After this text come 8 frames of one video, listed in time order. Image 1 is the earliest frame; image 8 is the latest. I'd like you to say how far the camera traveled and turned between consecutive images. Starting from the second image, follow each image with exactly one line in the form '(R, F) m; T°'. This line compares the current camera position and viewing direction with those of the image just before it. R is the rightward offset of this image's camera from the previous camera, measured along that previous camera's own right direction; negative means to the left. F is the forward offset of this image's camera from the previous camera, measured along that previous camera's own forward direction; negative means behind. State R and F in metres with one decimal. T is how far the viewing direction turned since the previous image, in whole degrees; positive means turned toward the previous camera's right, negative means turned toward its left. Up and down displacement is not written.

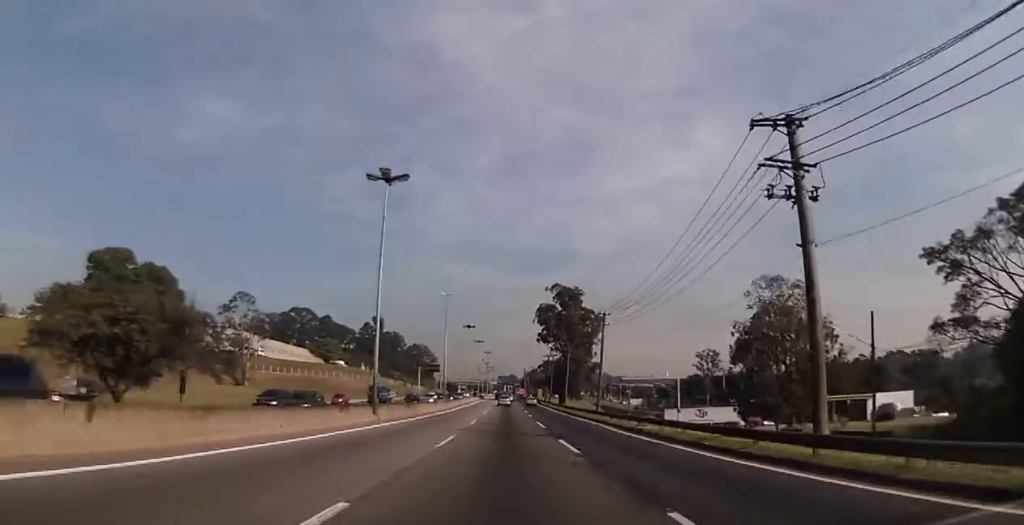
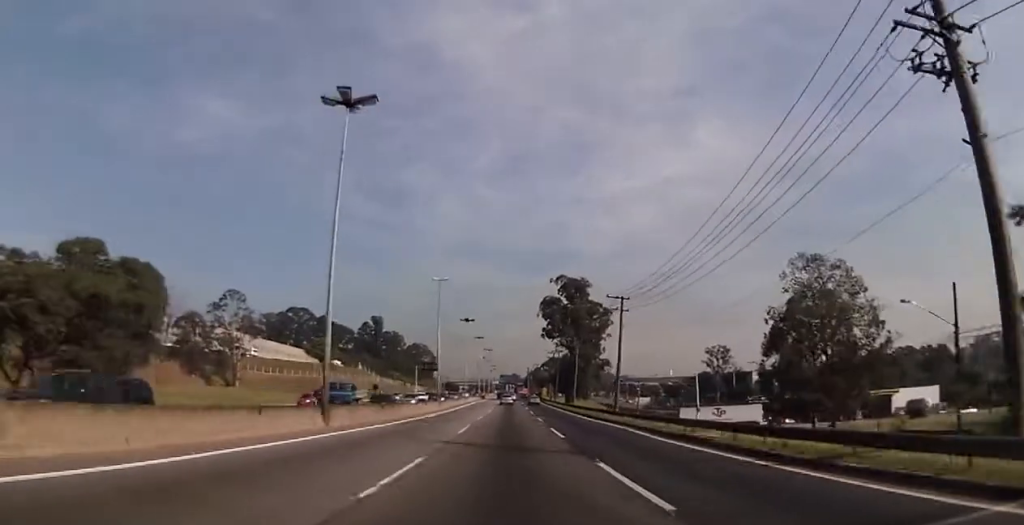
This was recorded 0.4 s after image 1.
(0.0, +9.8) m; 0°
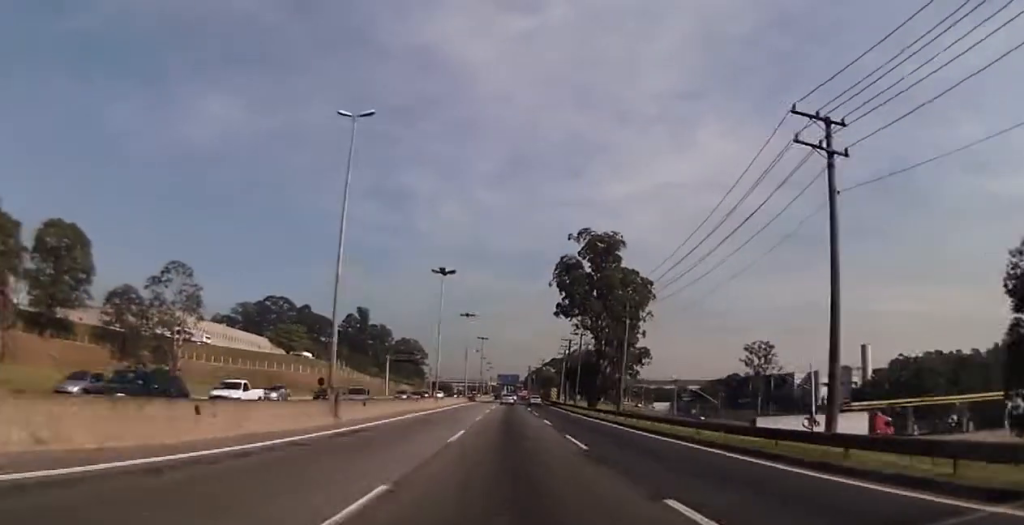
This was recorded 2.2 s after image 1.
(-0.1, +39.9) m; 0°
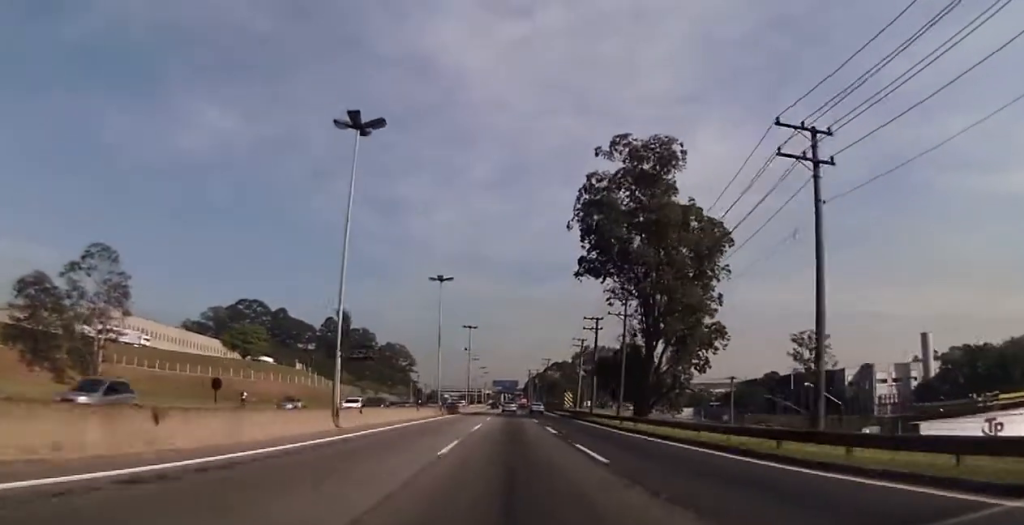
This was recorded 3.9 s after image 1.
(0.0, +36.7) m; 0°
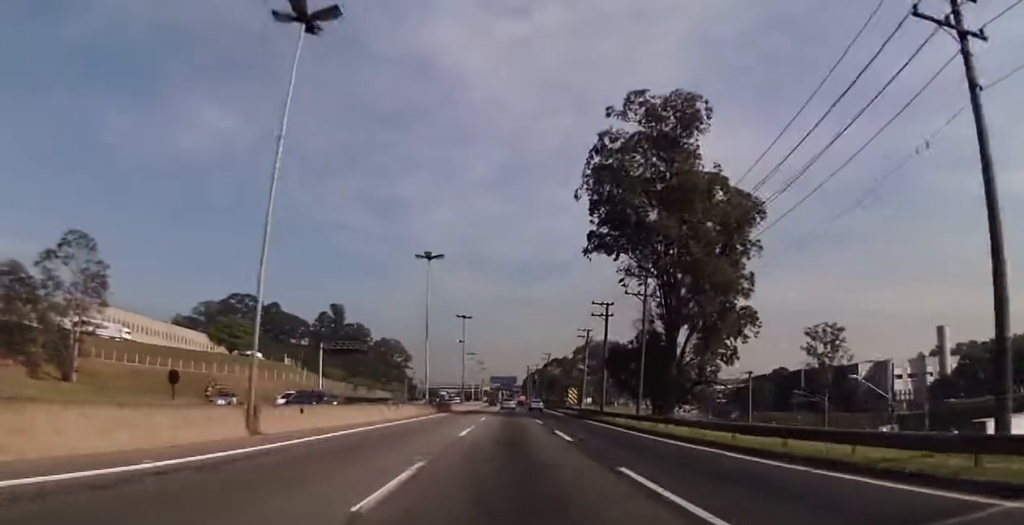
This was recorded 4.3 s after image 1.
(0.0, +8.7) m; 0°
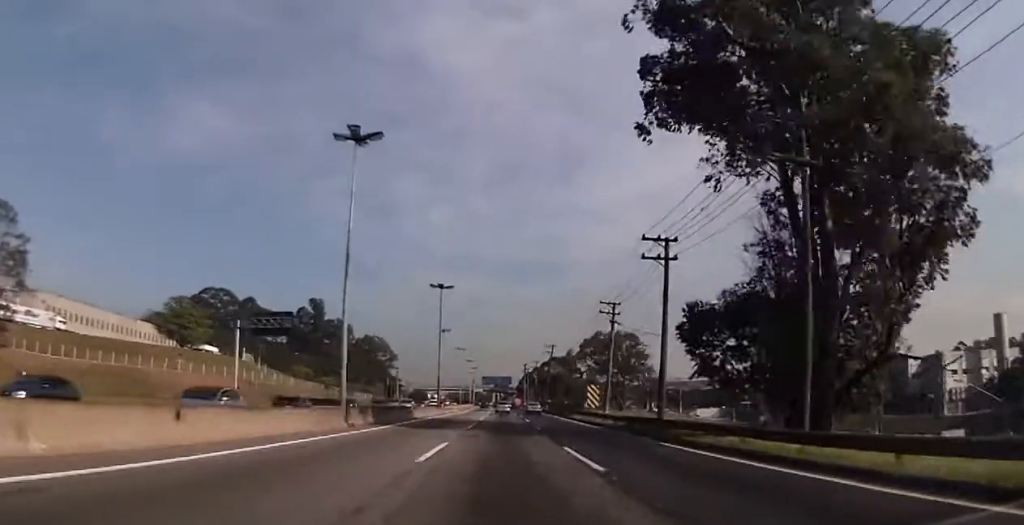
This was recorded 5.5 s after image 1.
(0.0, +26.5) m; 0°
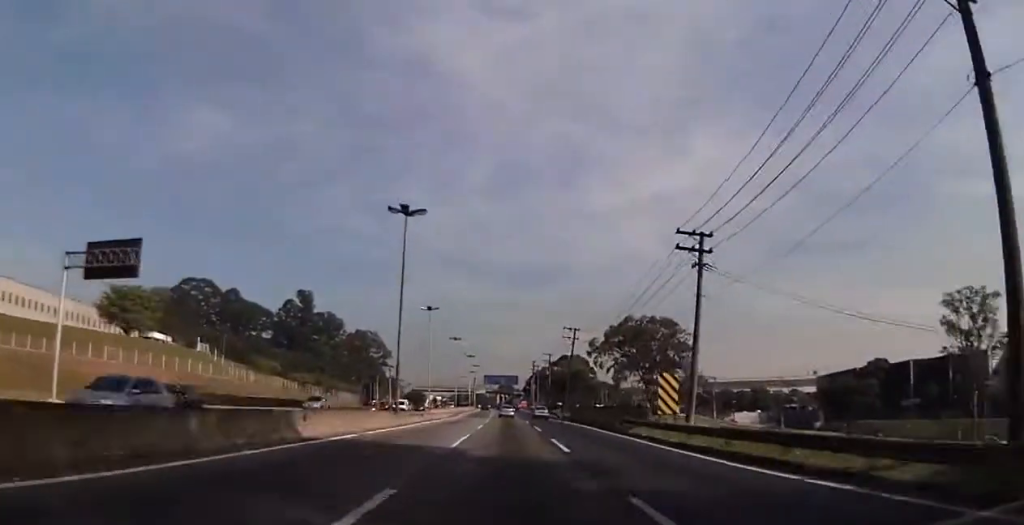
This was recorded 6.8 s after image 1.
(0.0, +27.6) m; 0°
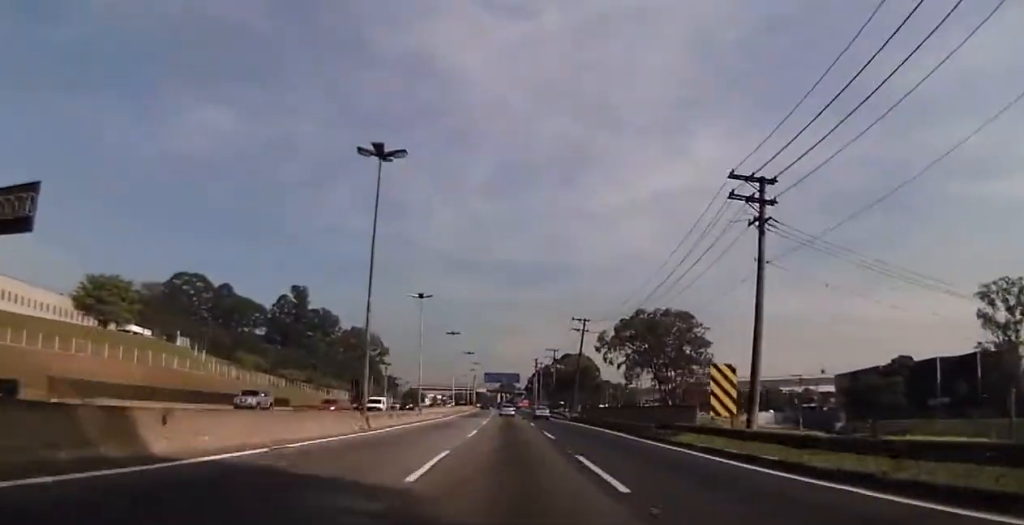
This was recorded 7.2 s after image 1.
(0.0, +9.2) m; 0°
